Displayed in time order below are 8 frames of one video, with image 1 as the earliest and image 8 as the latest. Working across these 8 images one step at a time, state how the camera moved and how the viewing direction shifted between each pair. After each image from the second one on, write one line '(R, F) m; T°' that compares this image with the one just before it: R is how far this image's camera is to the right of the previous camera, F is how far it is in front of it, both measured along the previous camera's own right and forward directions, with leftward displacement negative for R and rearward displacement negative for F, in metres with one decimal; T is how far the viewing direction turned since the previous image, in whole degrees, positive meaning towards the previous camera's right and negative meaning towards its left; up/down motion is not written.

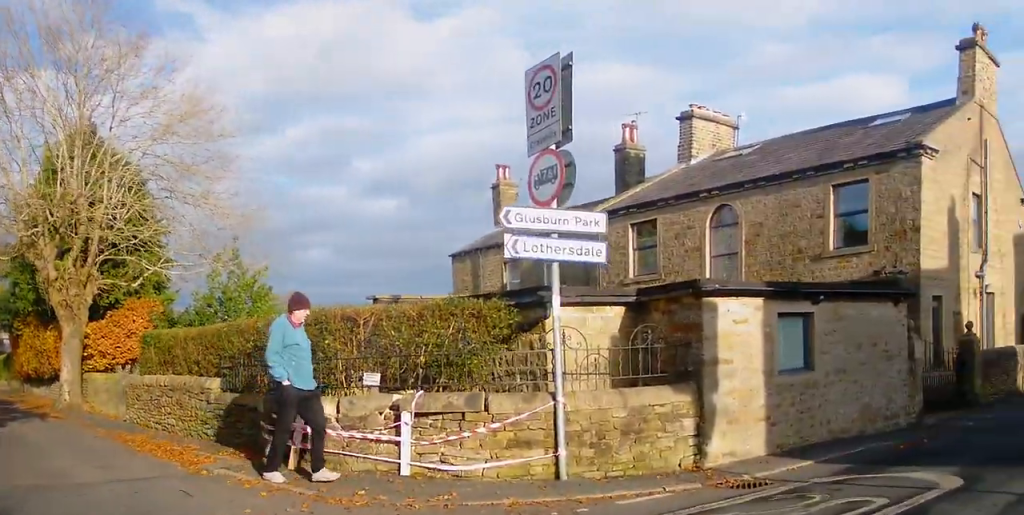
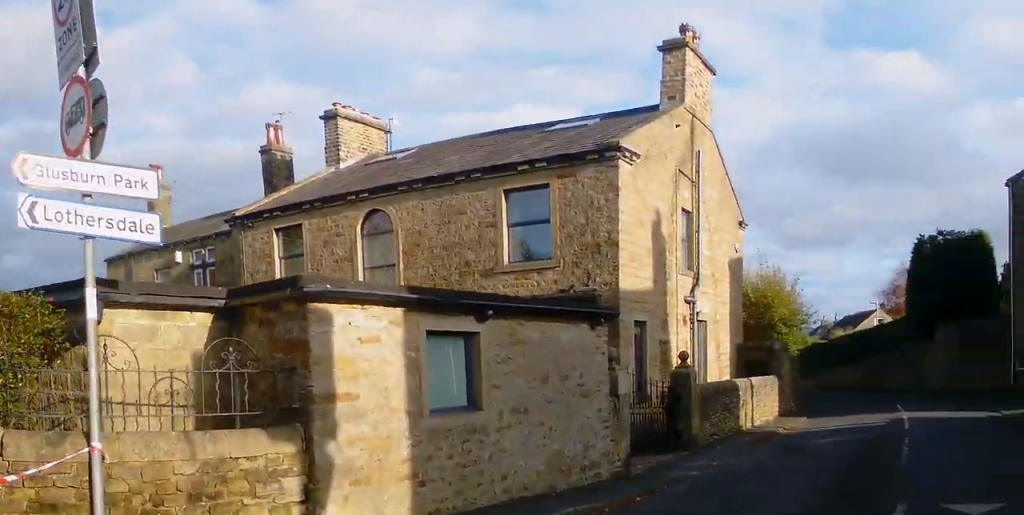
(+0.8, +2.2) m; +18°
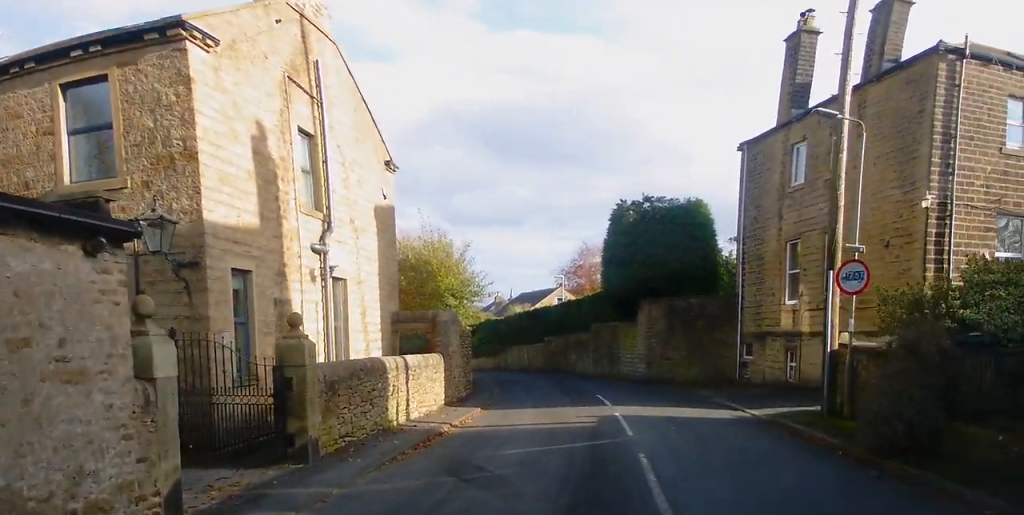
(+0.3, +3.9) m; +16°
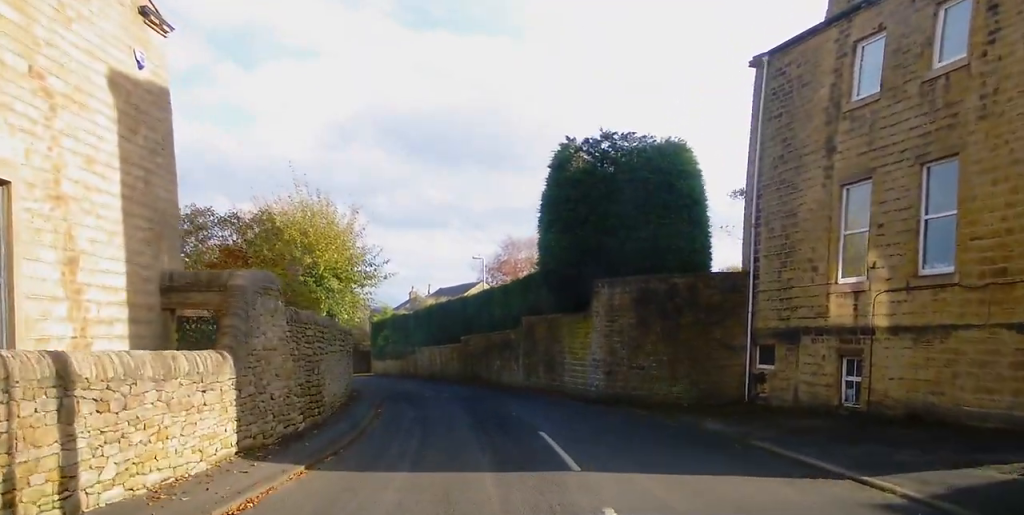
(+0.5, +8.6) m; -1°
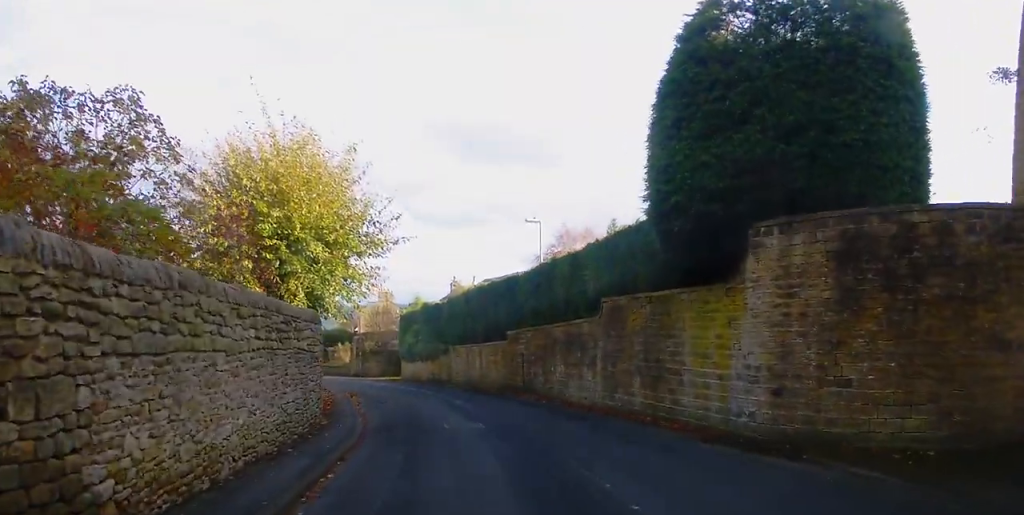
(-0.4, +8.5) m; -3°
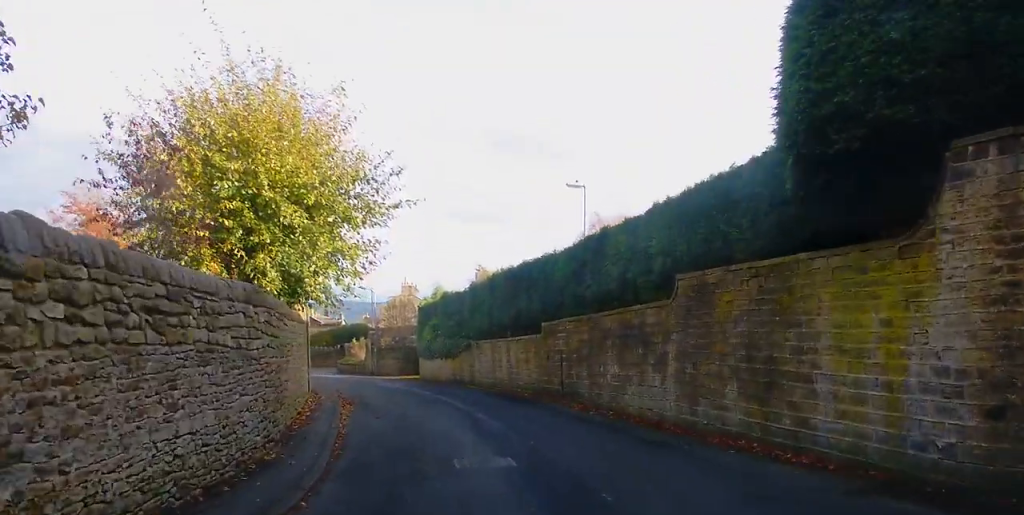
(-0.1, +4.4) m; -3°
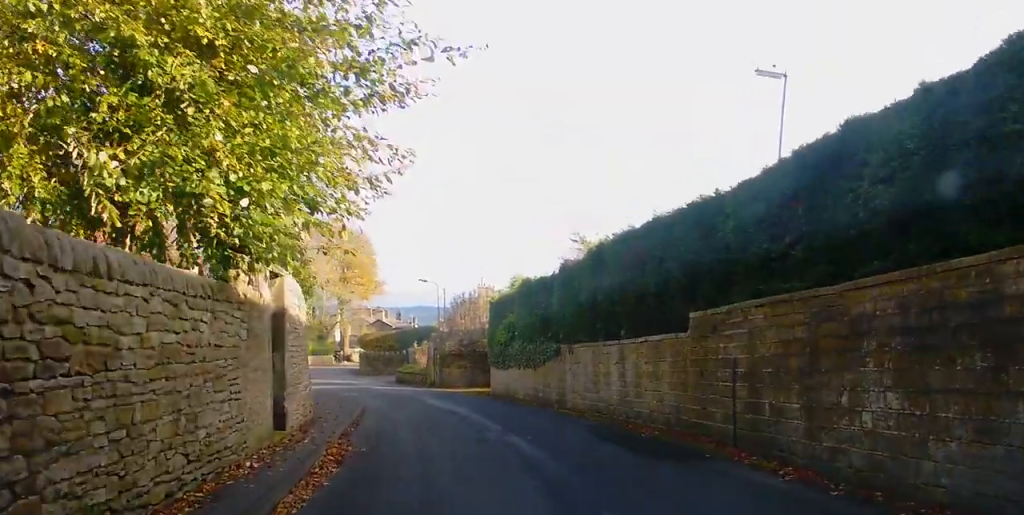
(-0.5, +8.1) m; -5°
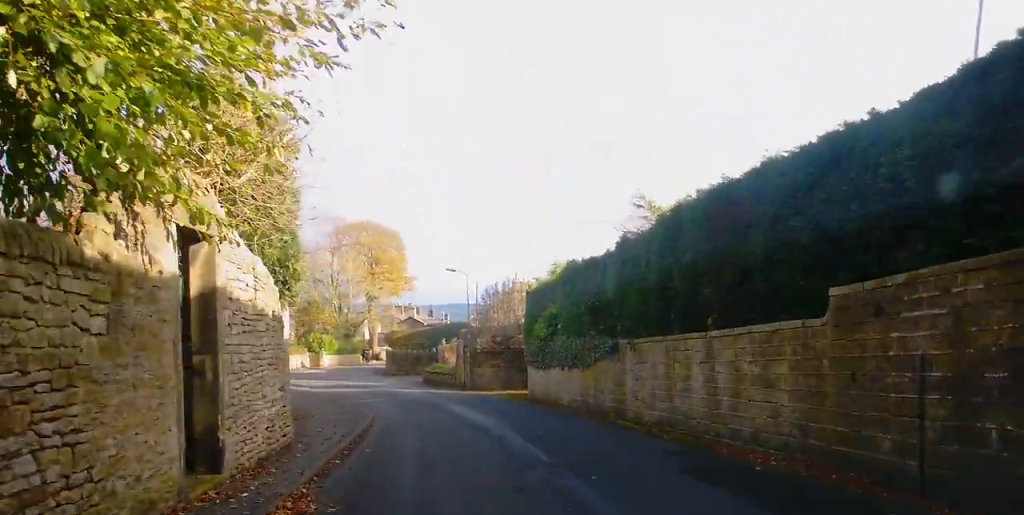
(-0.1, +4.0) m; -2°
